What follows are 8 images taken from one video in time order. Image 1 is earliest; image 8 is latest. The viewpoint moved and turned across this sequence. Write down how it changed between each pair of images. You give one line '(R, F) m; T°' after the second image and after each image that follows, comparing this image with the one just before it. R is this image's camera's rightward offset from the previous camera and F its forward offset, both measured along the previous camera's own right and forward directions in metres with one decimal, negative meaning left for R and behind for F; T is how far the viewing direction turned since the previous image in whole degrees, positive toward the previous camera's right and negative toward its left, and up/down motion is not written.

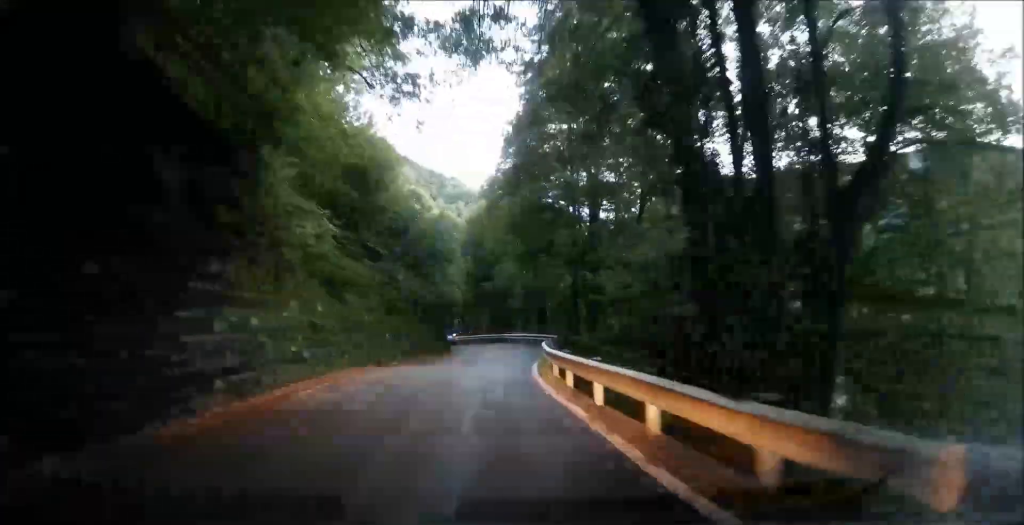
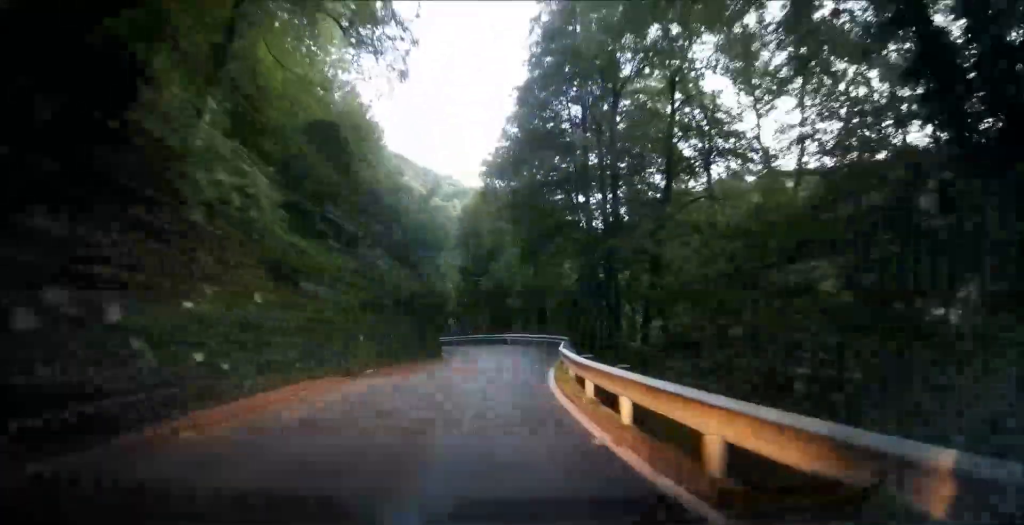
(+0.1, +5.1) m; +3°
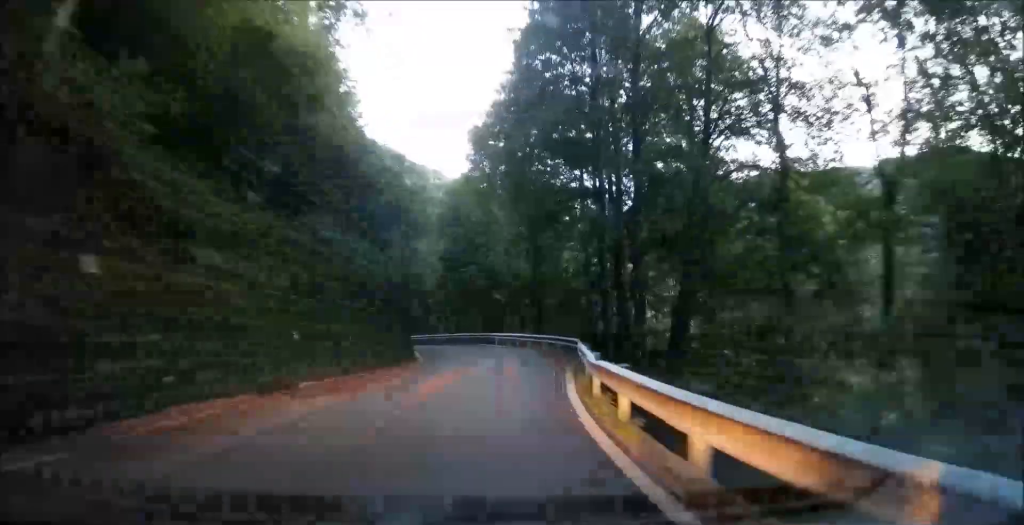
(+0.2, +6.2) m; +4°
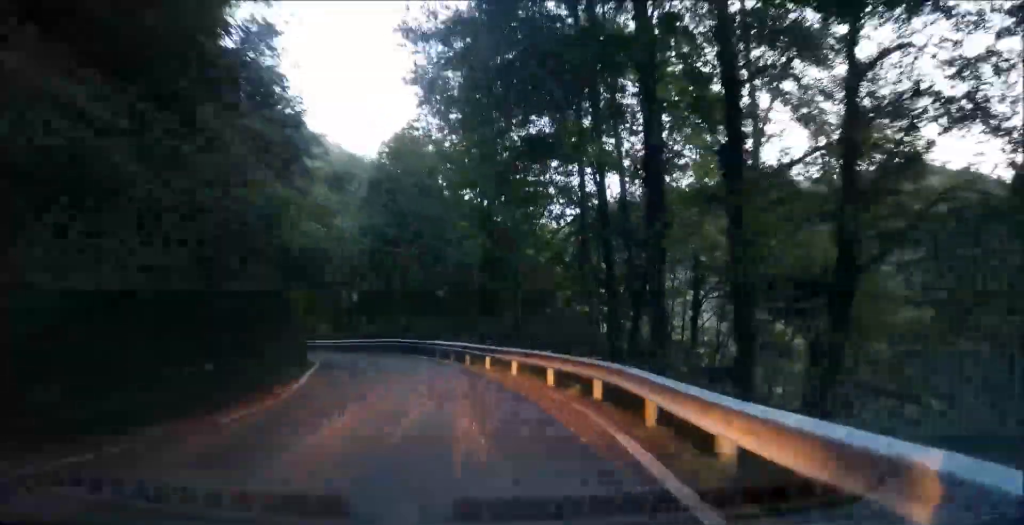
(+0.7, +12.3) m; +2°
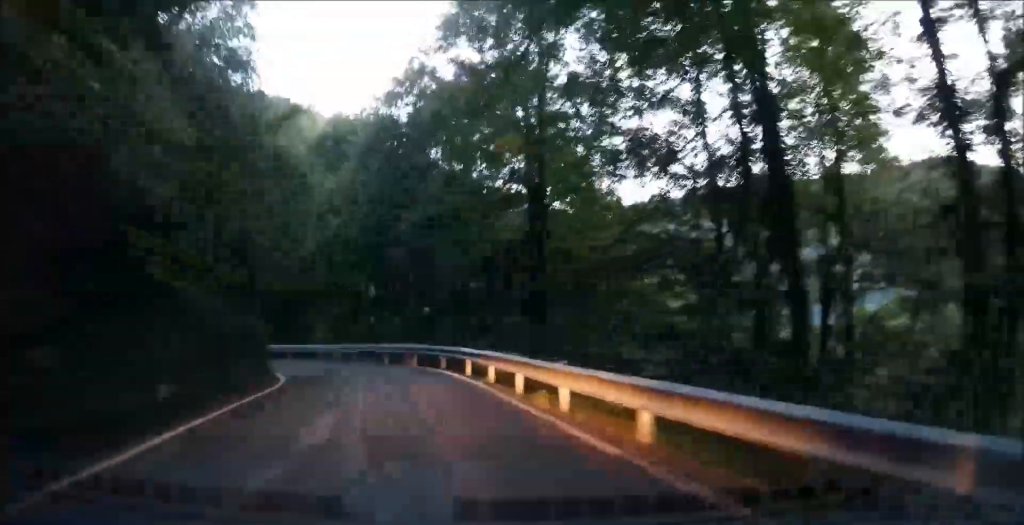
(-0.3, +10.4) m; -1°
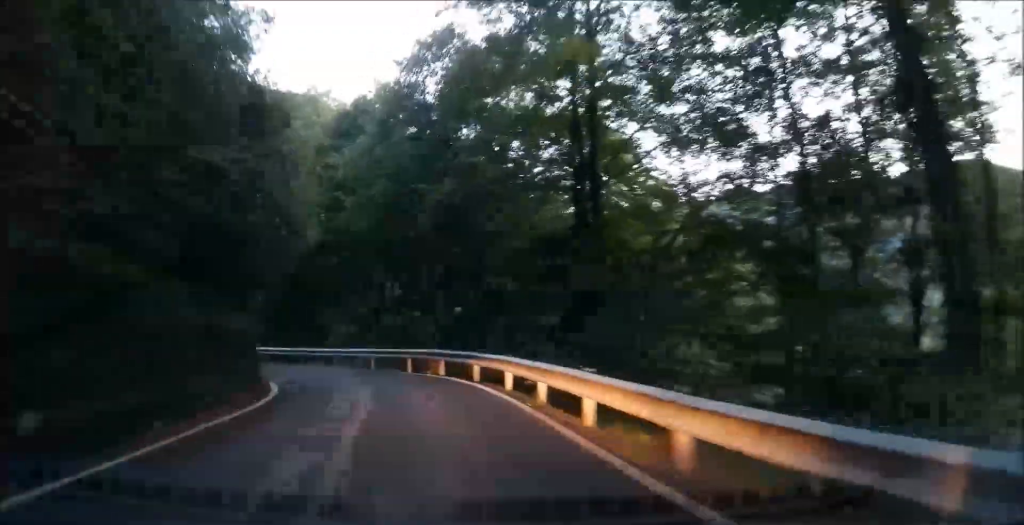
(+0.2, +4.1) m; -1°
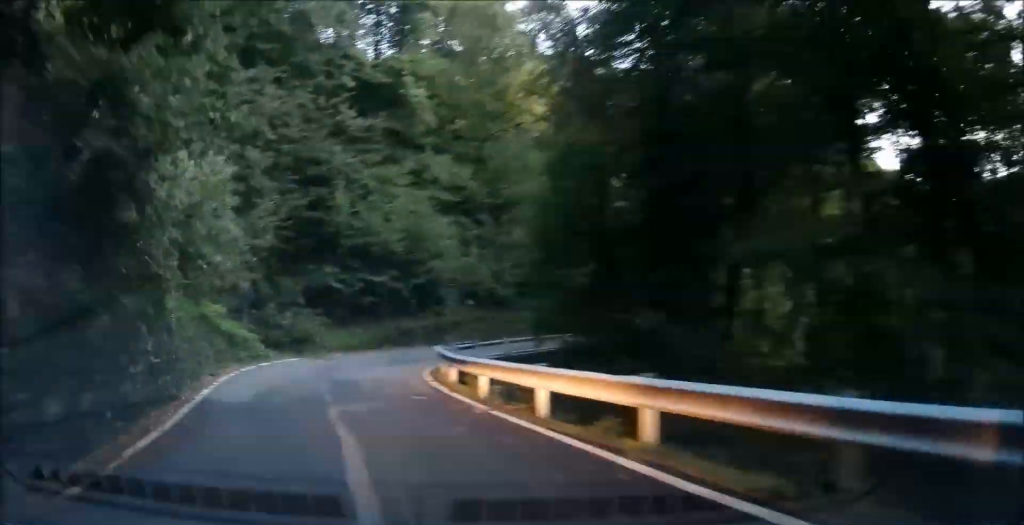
(-3.3, +24.3) m; -14°
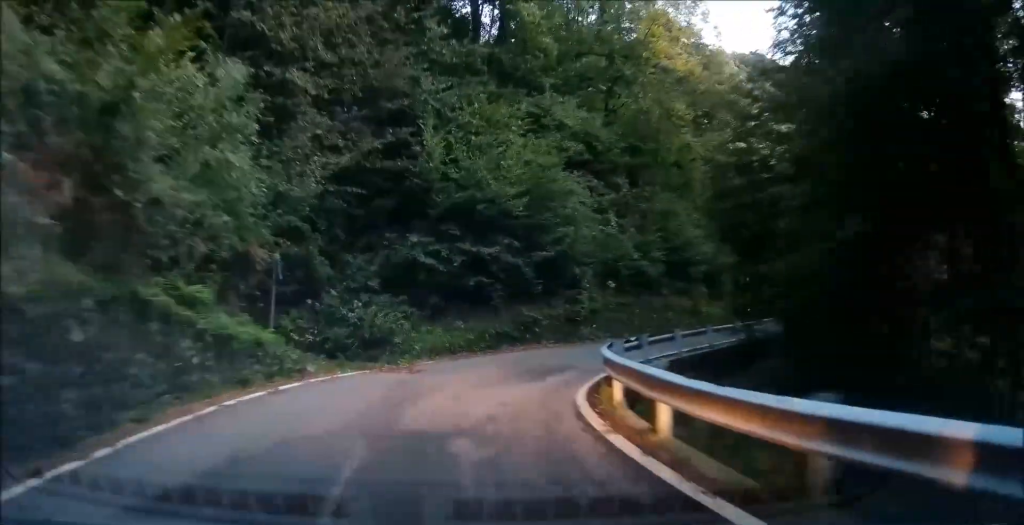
(-0.3, +8.6) m; -3°
